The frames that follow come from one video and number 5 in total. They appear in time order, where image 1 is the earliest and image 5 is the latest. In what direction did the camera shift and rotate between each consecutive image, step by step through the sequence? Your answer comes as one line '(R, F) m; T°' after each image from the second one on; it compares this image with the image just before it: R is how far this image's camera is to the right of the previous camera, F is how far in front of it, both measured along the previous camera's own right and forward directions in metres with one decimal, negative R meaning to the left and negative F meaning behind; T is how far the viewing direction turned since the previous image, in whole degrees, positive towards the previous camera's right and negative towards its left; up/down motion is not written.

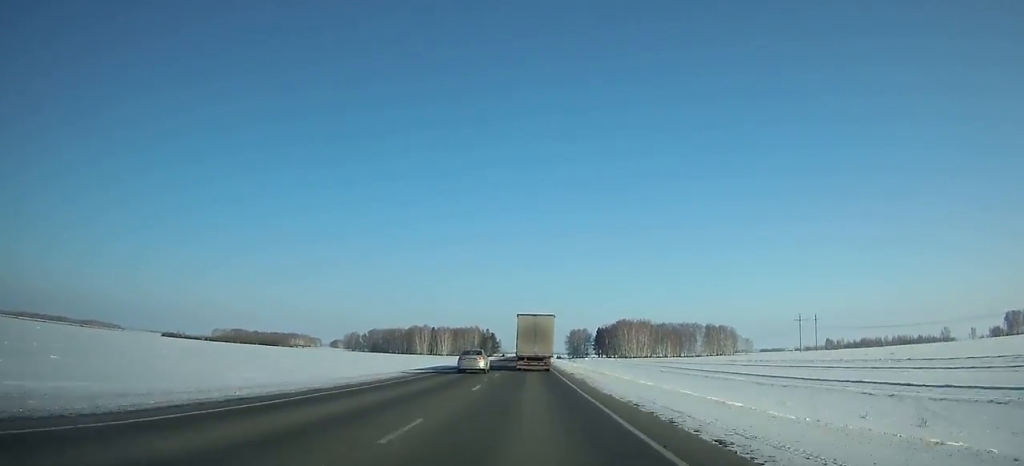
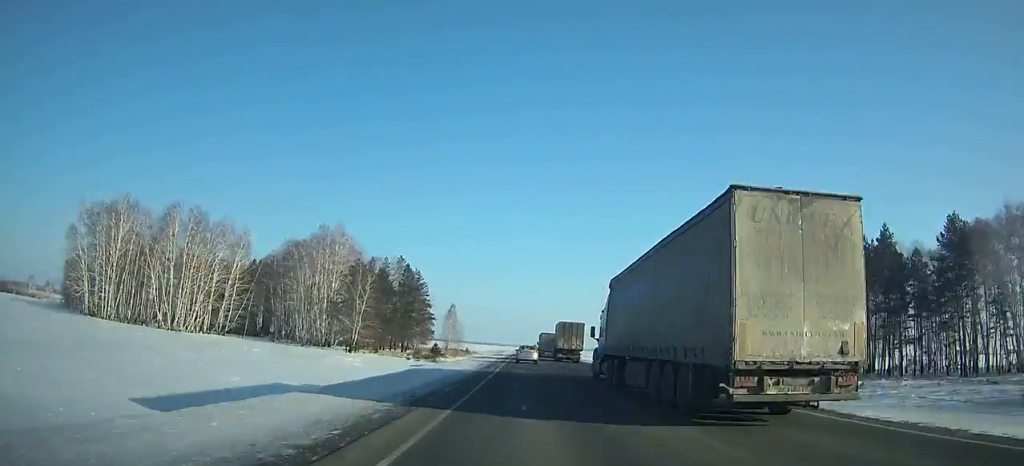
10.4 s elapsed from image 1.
(+0.9, +319.7) m; +1°
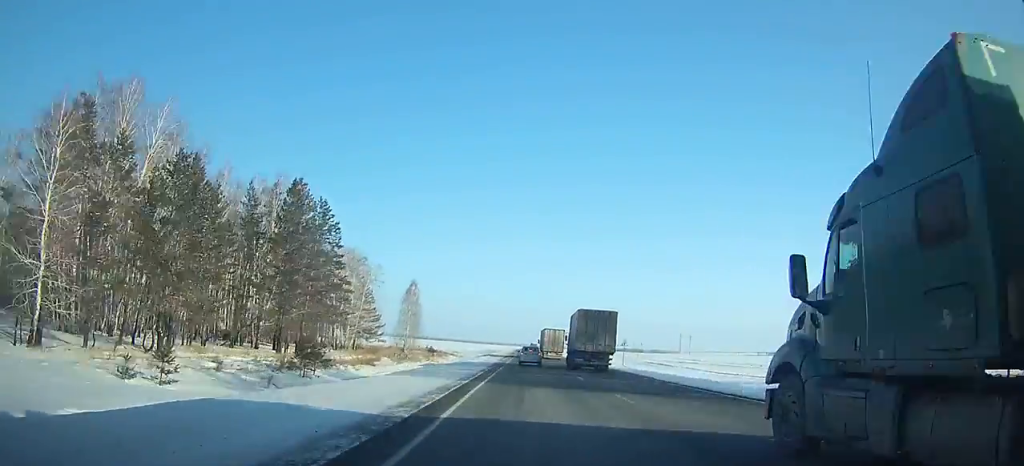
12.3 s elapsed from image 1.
(+0.2, +55.7) m; +1°
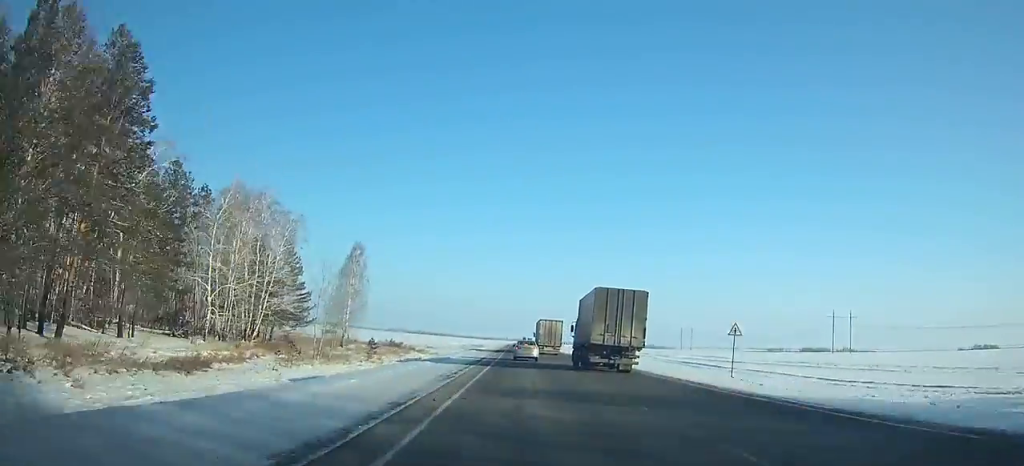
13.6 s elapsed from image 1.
(0.0, +37.1) m; 0°
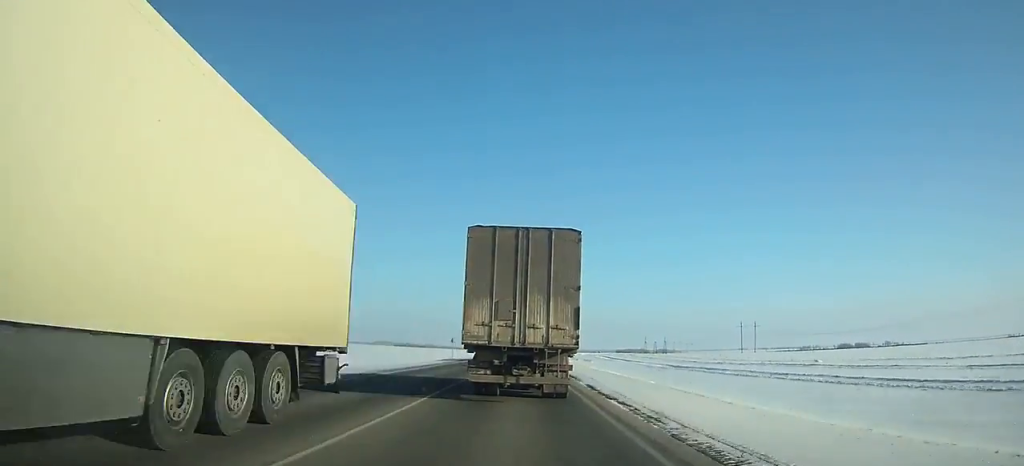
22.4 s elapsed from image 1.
(+1.6, +208.6) m; 0°
